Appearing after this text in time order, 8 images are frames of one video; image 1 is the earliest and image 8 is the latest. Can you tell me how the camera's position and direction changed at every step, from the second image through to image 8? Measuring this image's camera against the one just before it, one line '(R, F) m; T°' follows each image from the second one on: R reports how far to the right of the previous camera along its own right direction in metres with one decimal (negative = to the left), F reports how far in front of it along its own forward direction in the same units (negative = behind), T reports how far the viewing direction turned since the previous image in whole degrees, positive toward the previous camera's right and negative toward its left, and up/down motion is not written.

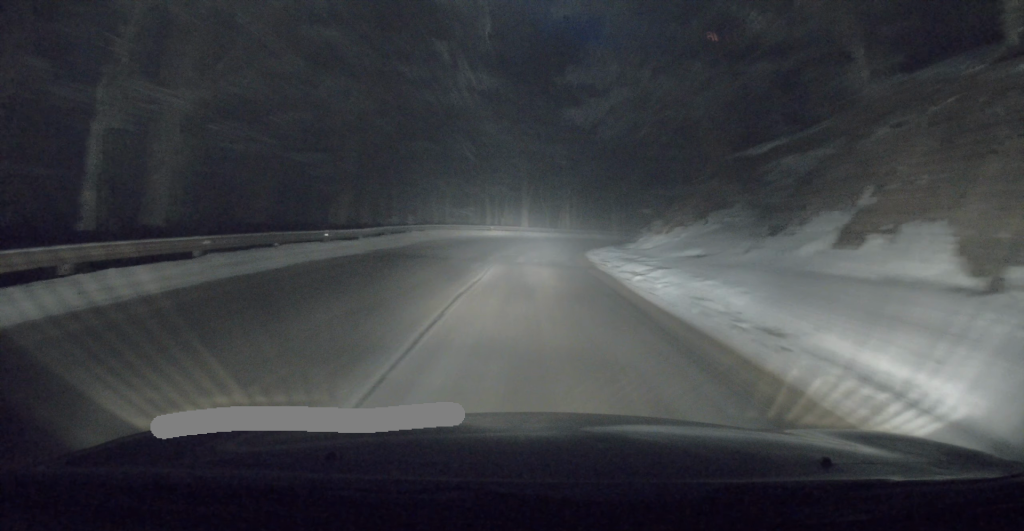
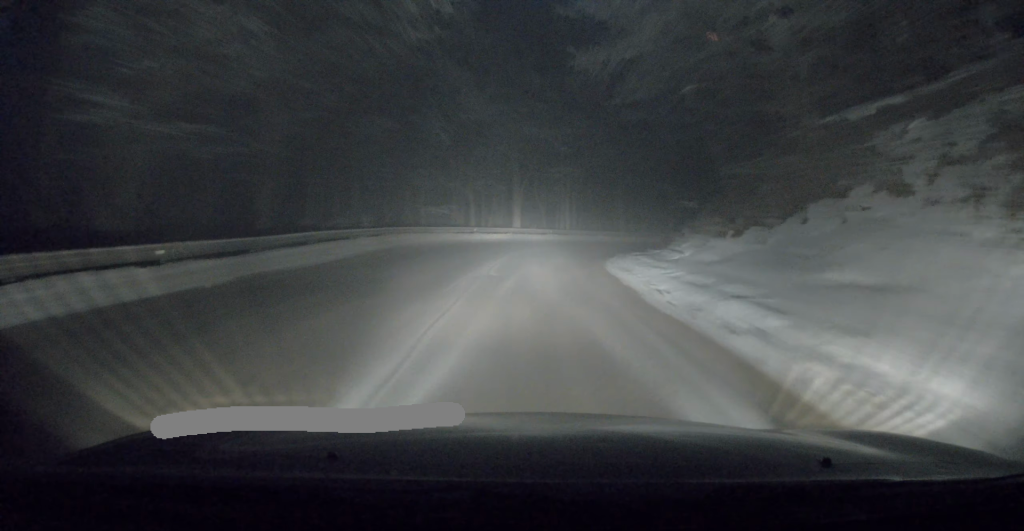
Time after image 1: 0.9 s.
(+0.1, +9.0) m; -2°
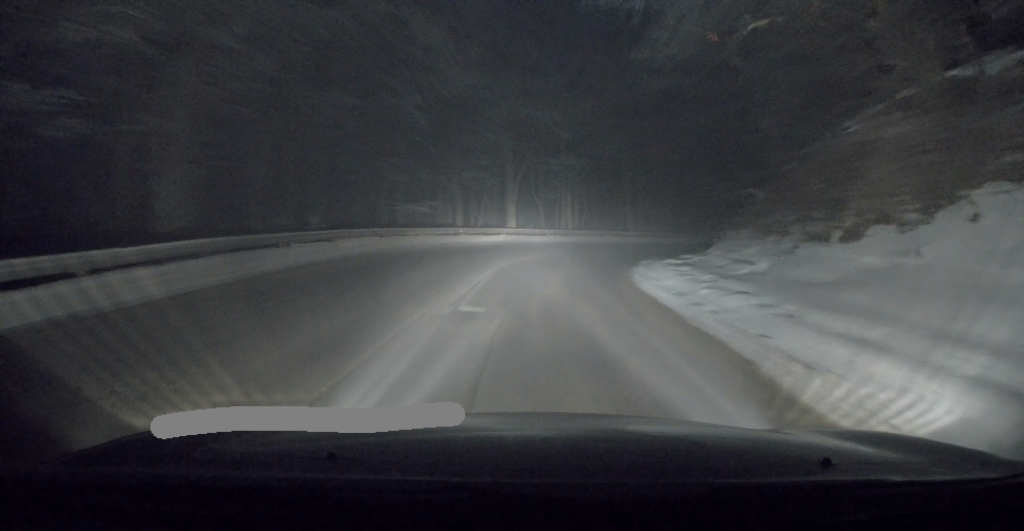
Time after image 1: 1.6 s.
(-0.3, +5.9) m; +1°
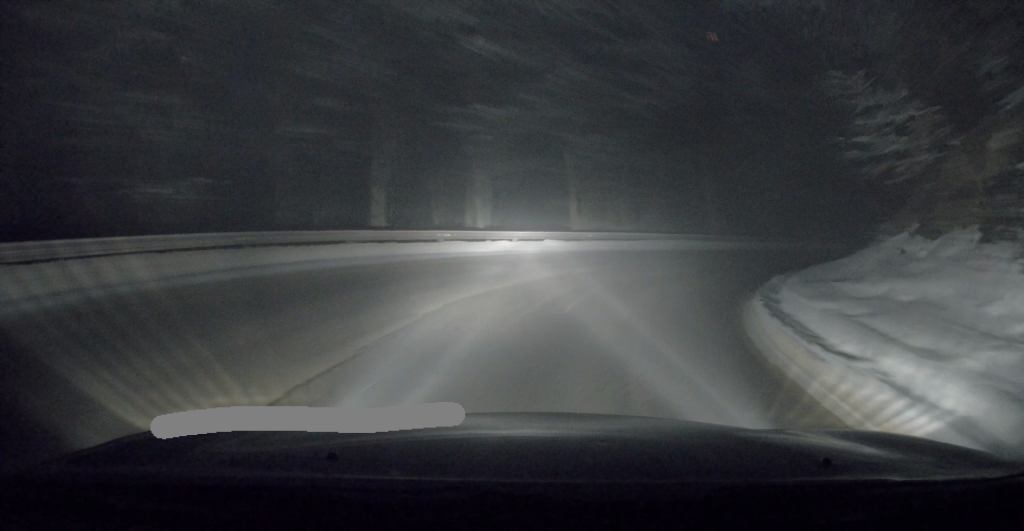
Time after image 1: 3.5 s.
(+1.7, +15.2) m; +16°
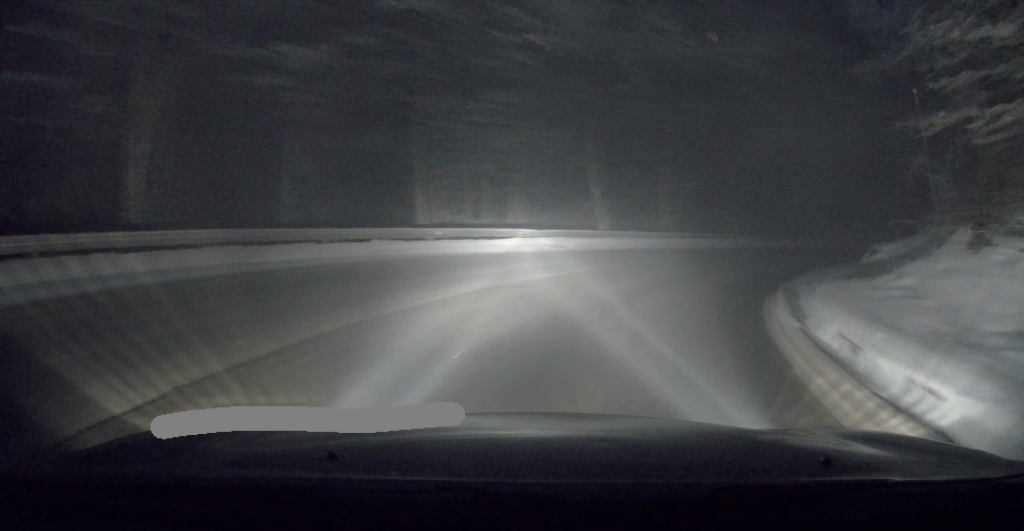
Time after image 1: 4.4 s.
(+0.4, +6.3) m; +7°
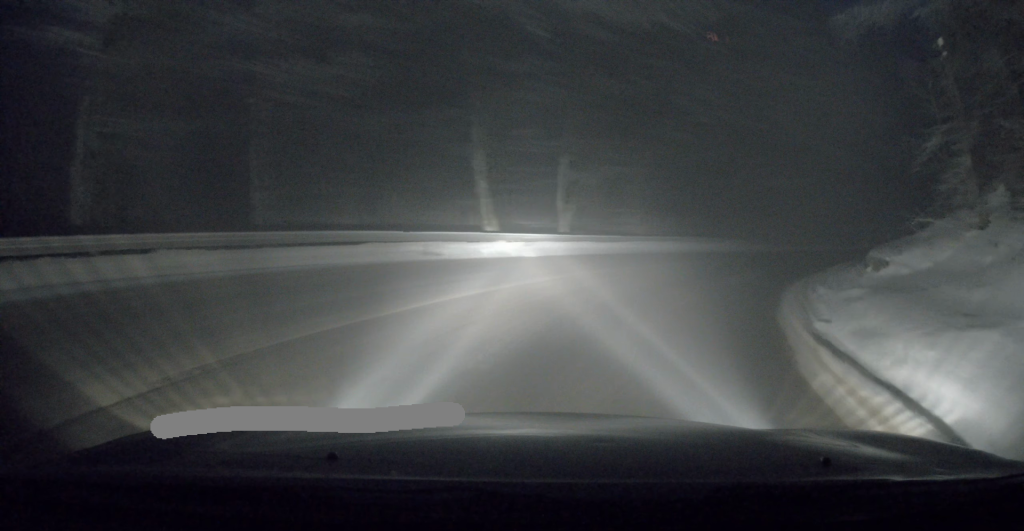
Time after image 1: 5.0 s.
(+0.1, +4.1) m; +5°
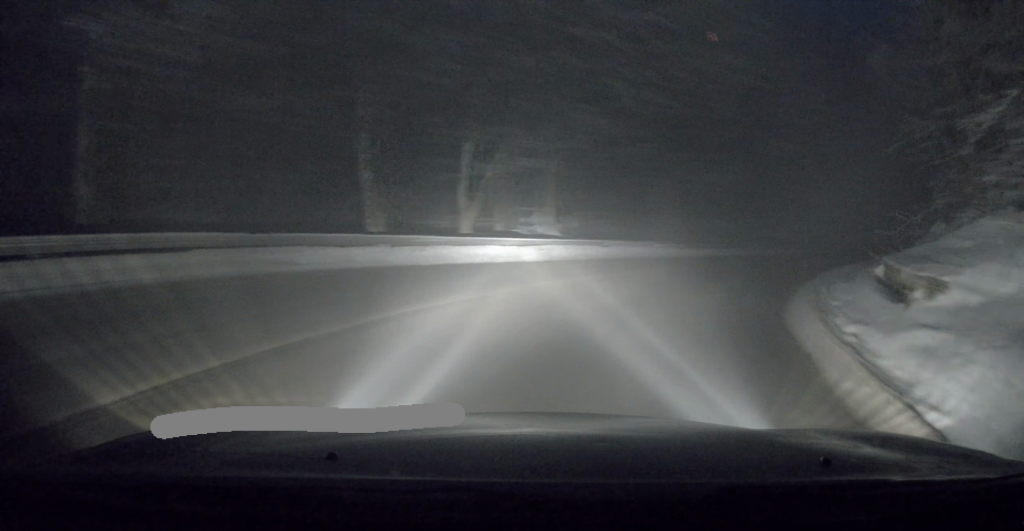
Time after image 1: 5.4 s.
(+0.2, +3.0) m; +6°
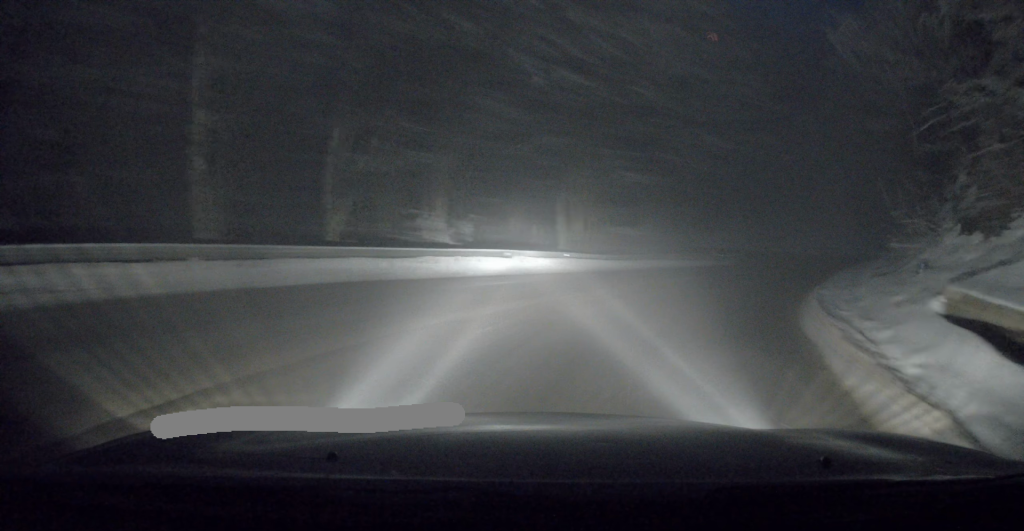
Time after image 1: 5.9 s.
(0.0, +3.2) m; +7°
